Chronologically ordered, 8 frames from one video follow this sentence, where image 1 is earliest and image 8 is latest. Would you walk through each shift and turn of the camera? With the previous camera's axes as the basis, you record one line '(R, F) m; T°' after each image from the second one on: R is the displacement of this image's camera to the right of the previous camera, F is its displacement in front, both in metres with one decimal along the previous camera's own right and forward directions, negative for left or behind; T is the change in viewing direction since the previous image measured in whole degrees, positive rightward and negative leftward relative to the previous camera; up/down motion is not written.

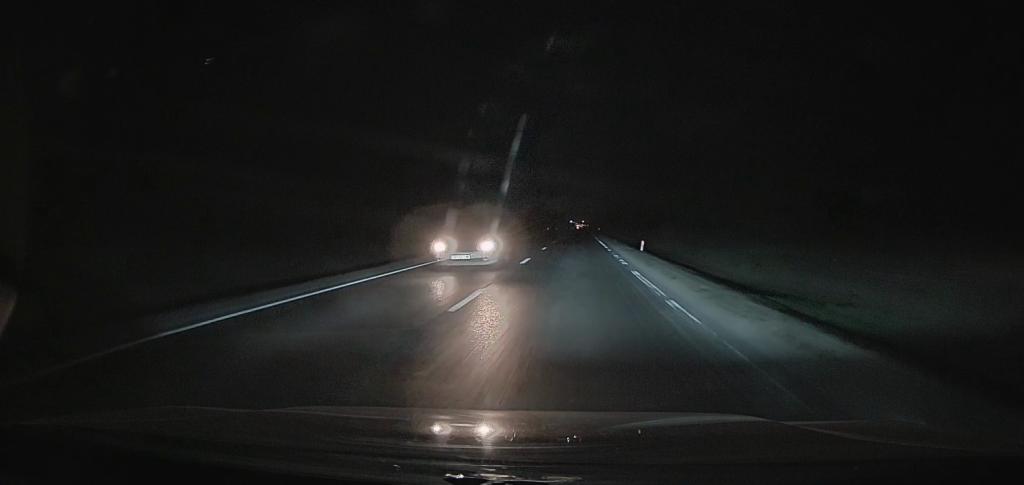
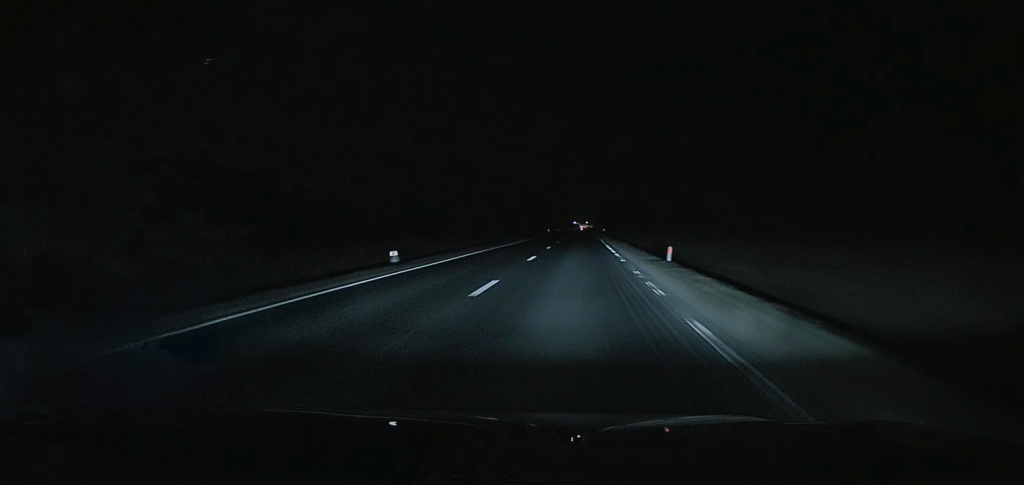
(+0.1, +9.6) m; 0°
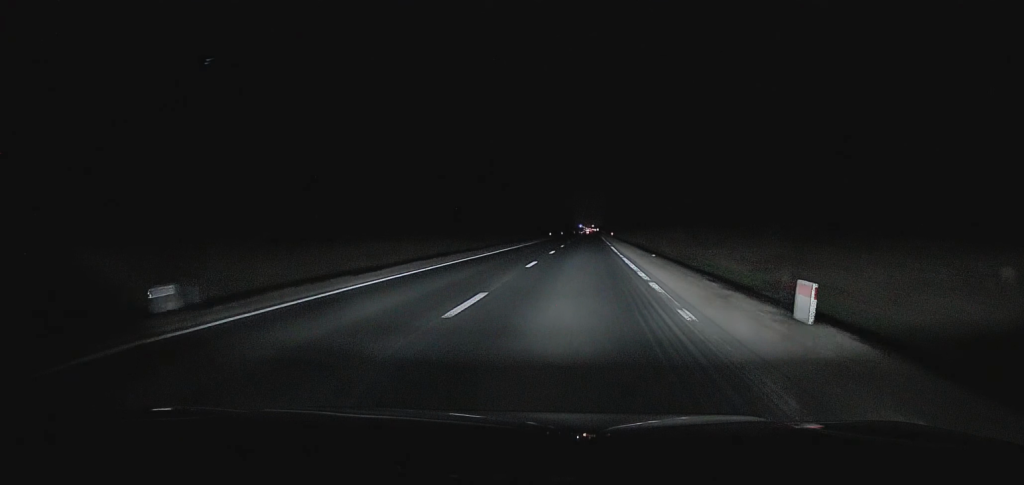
(-0.1, +14.0) m; 0°
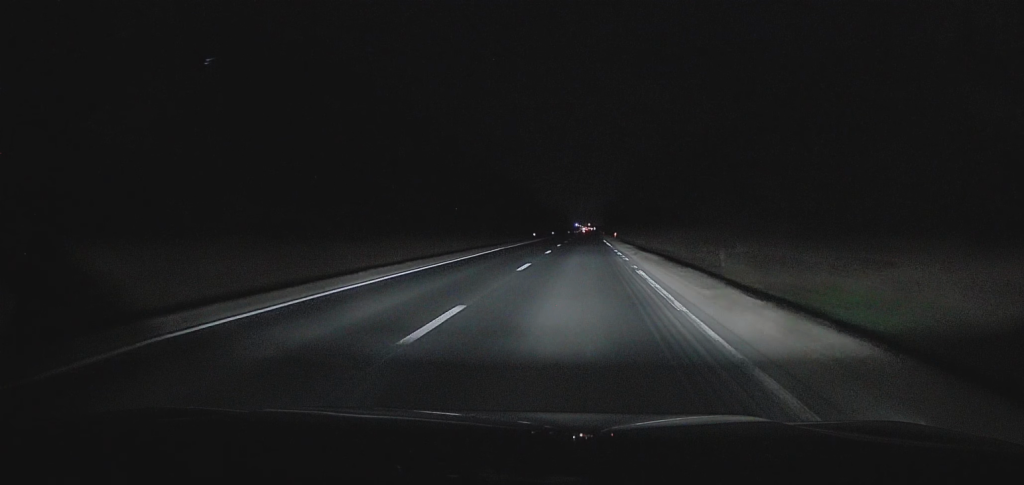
(0.0, +25.3) m; 0°
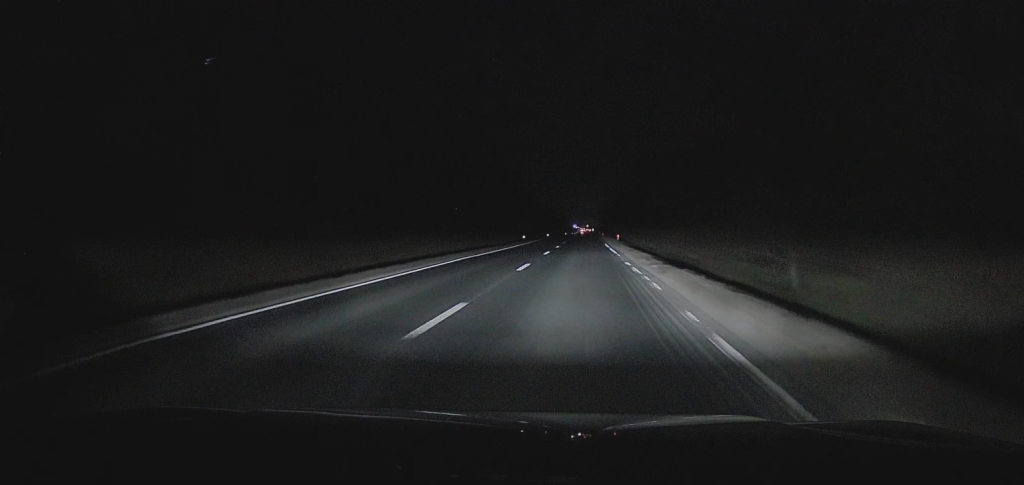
(0.0, +11.2) m; 0°
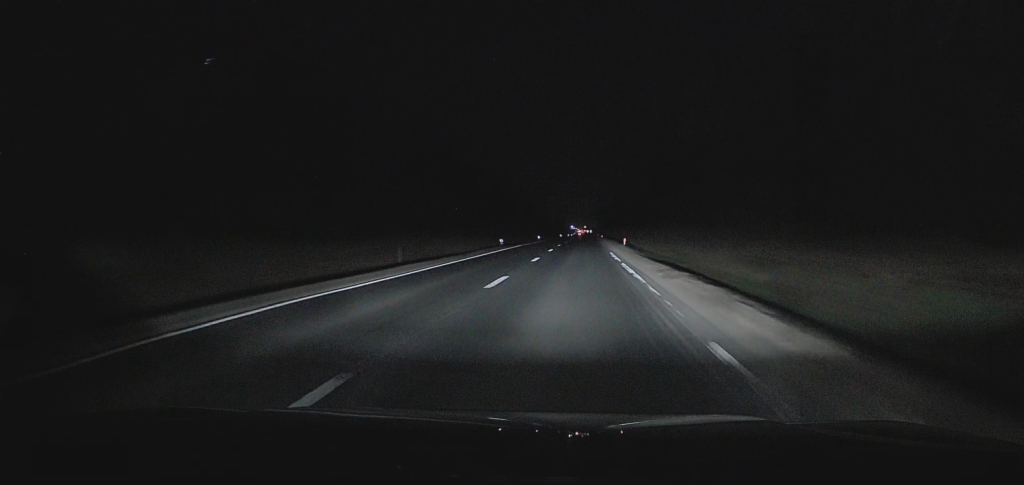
(-0.1, +16.5) m; 0°
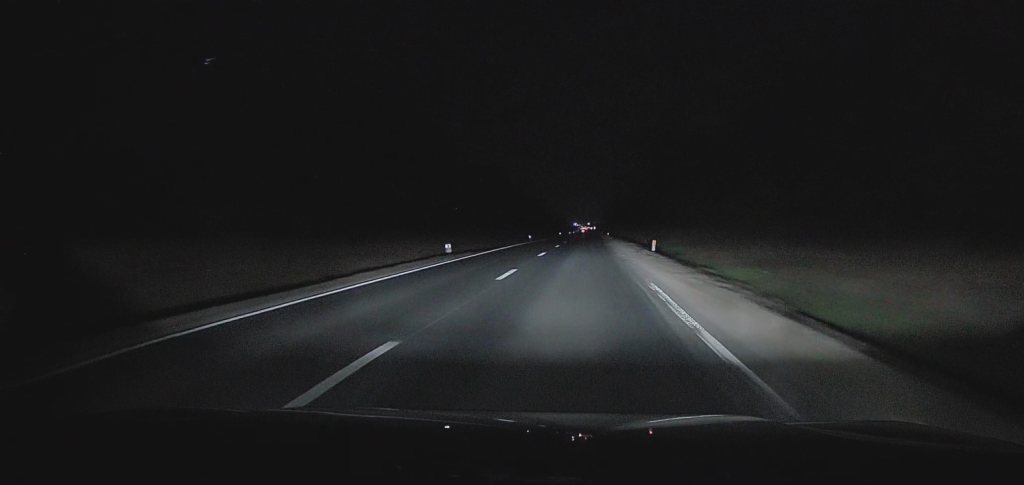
(+0.2, +21.4) m; 0°
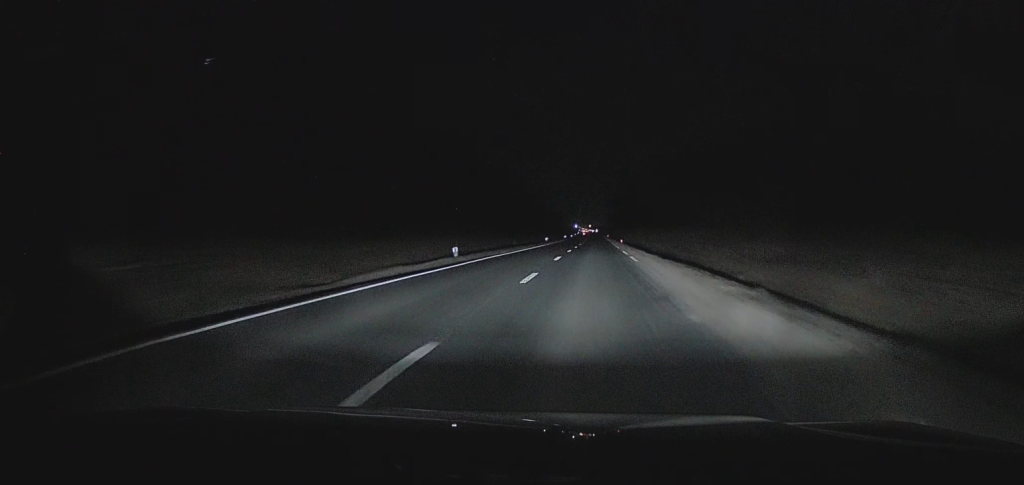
(-0.4, +46.9) m; 0°
